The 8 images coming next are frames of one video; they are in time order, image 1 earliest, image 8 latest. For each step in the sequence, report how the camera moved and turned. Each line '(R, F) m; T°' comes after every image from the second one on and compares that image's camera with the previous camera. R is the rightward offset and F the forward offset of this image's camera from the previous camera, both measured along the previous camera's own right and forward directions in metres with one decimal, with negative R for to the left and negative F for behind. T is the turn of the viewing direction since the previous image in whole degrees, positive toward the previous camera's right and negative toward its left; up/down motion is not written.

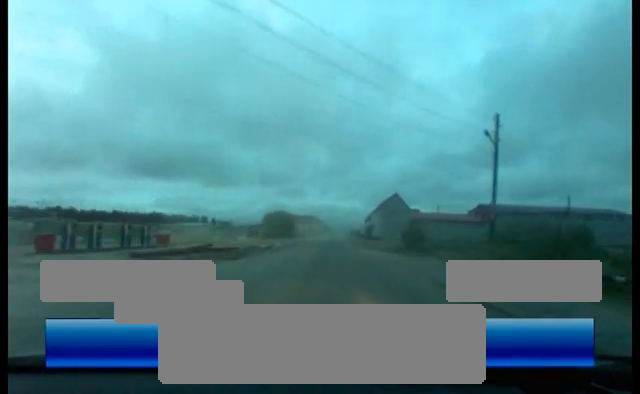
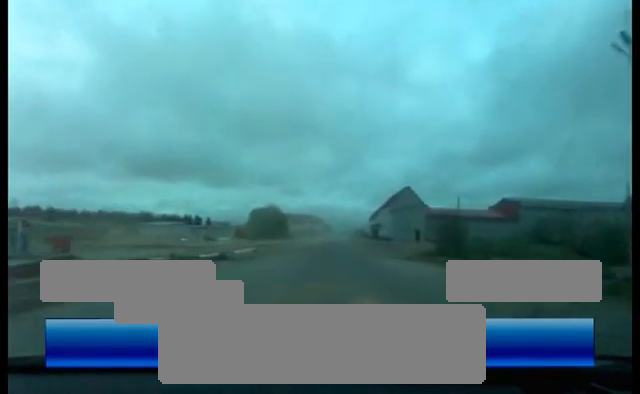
(+0.1, +12.5) m; -1°
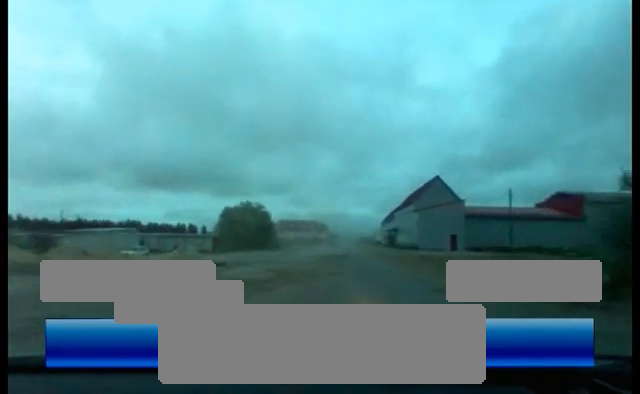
(-0.3, +15.8) m; -1°
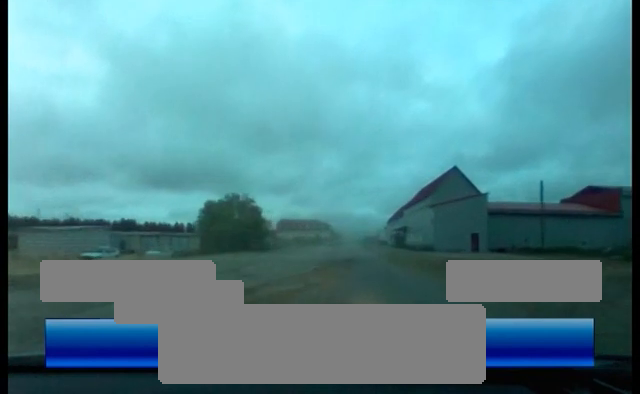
(0.0, +7.9) m; 0°
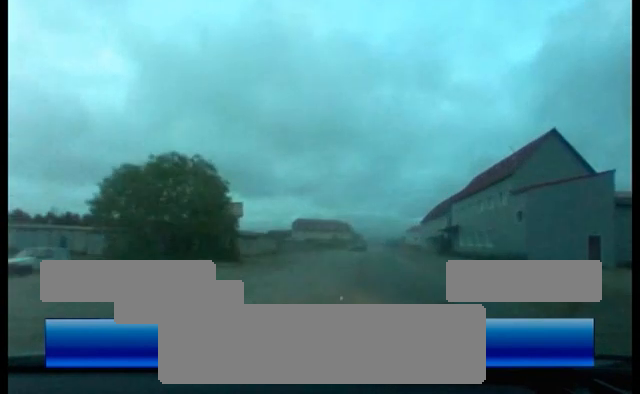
(0.0, +15.4) m; -1°
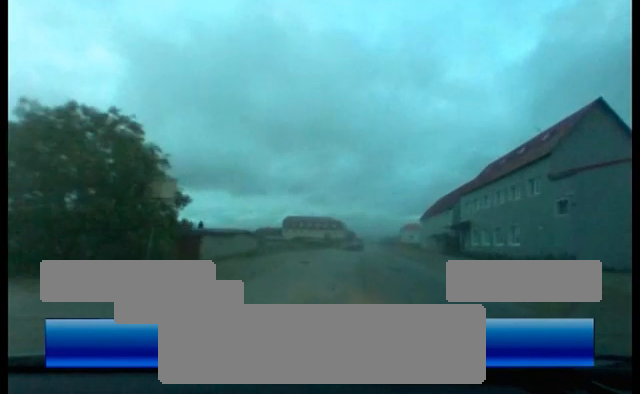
(0.0, +5.5) m; -1°
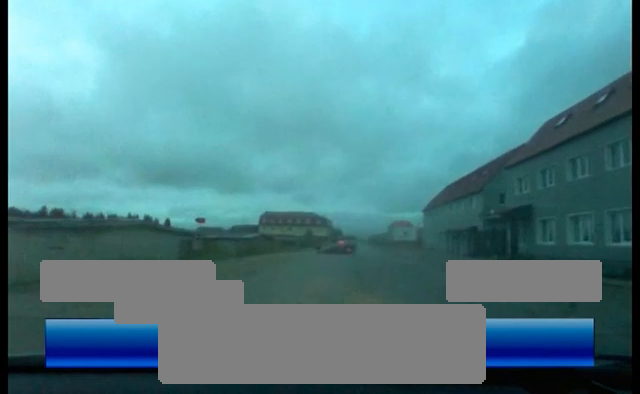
(0.0, +15.1) m; 0°
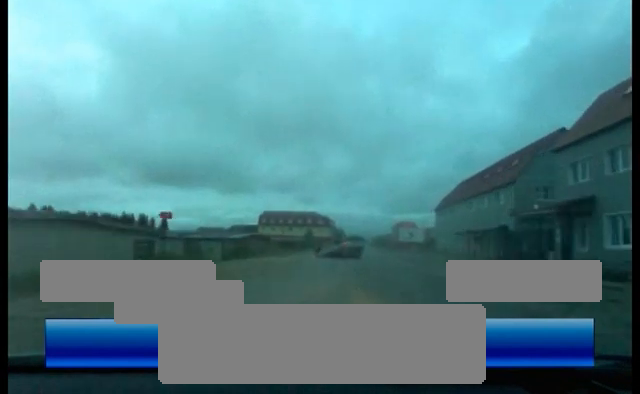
(0.0, +5.2) m; 0°
